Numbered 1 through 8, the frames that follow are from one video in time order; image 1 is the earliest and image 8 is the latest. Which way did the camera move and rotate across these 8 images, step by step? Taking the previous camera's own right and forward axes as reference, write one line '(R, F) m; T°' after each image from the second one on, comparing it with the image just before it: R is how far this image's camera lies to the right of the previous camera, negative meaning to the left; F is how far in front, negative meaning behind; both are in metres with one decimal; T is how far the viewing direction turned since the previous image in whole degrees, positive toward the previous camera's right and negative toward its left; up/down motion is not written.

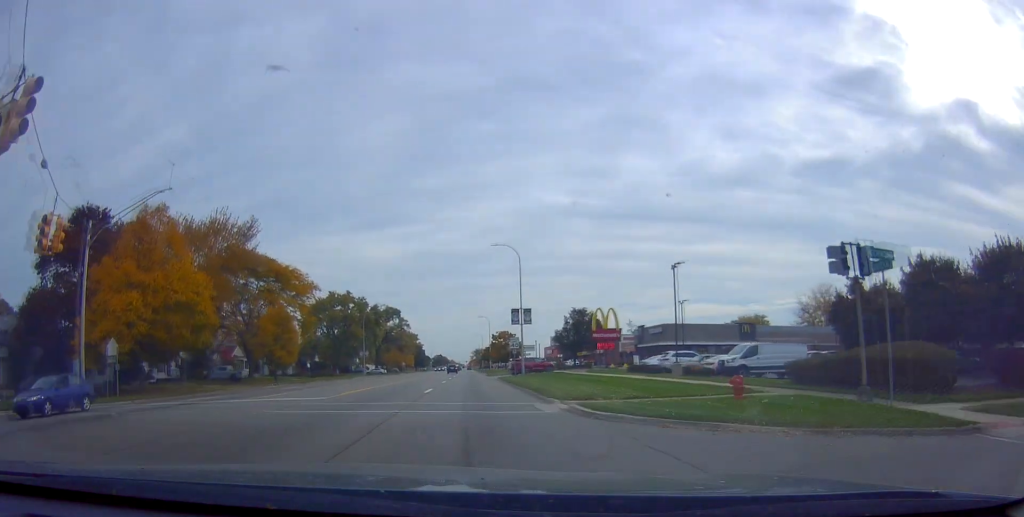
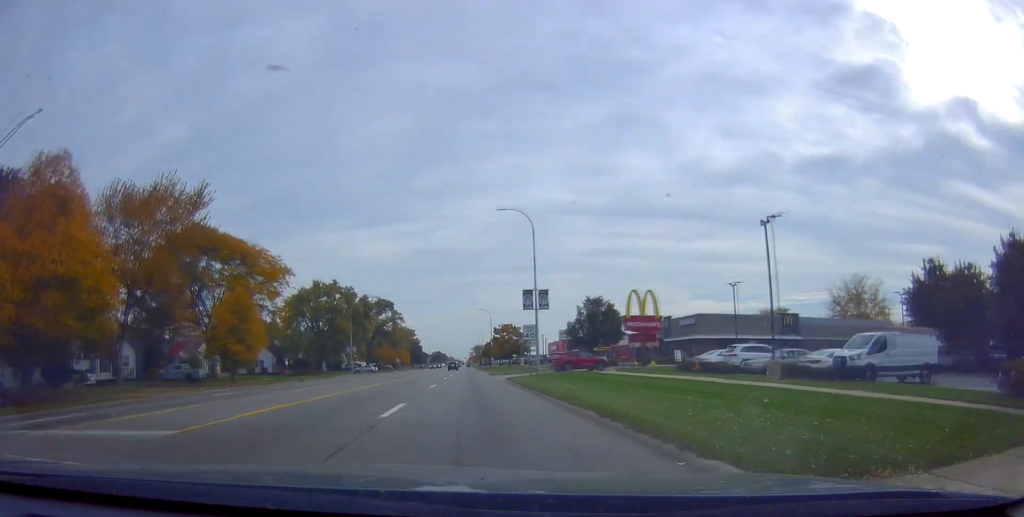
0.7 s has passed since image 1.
(+0.1, +12.1) m; +1°
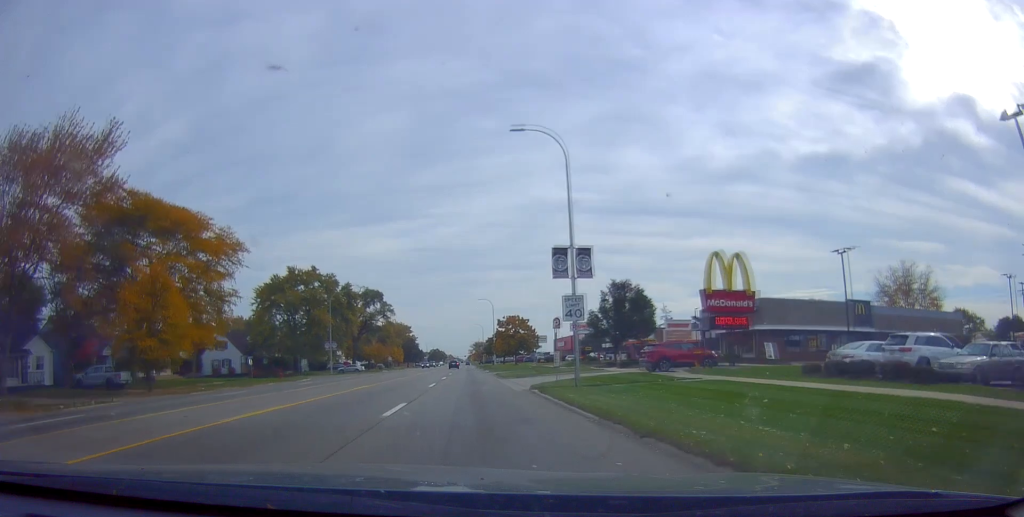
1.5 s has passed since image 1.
(+0.2, +15.1) m; 0°
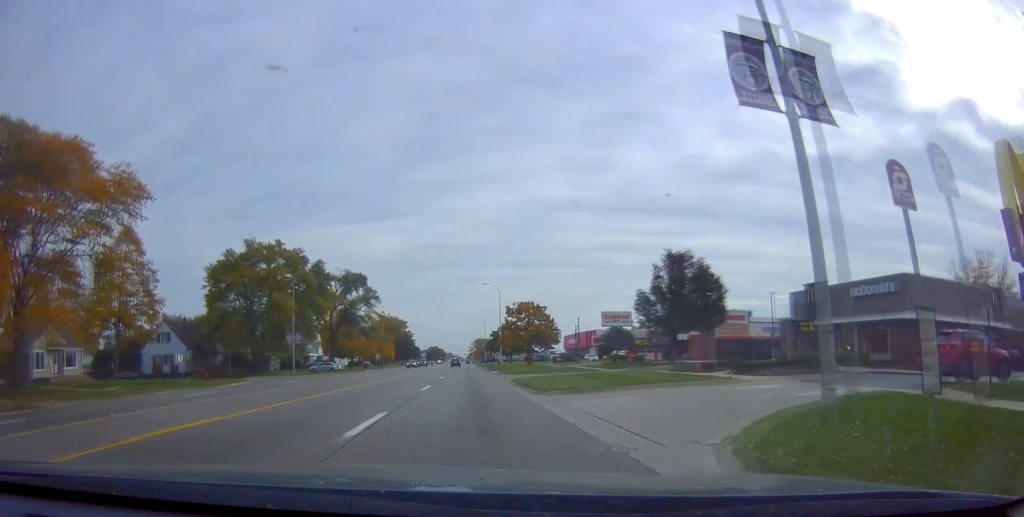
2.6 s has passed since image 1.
(-0.2, +19.4) m; -1°
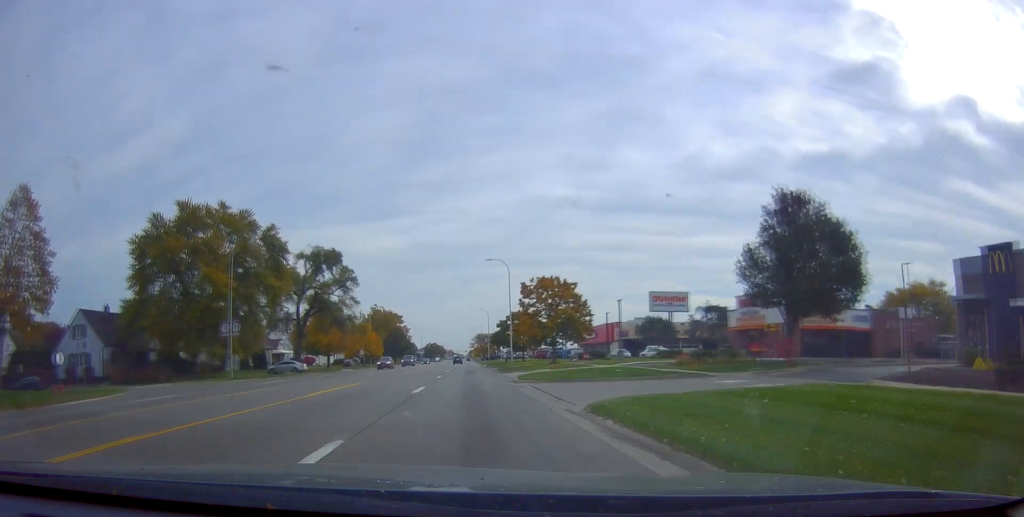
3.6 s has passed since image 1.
(-0.1, +19.3) m; +1°
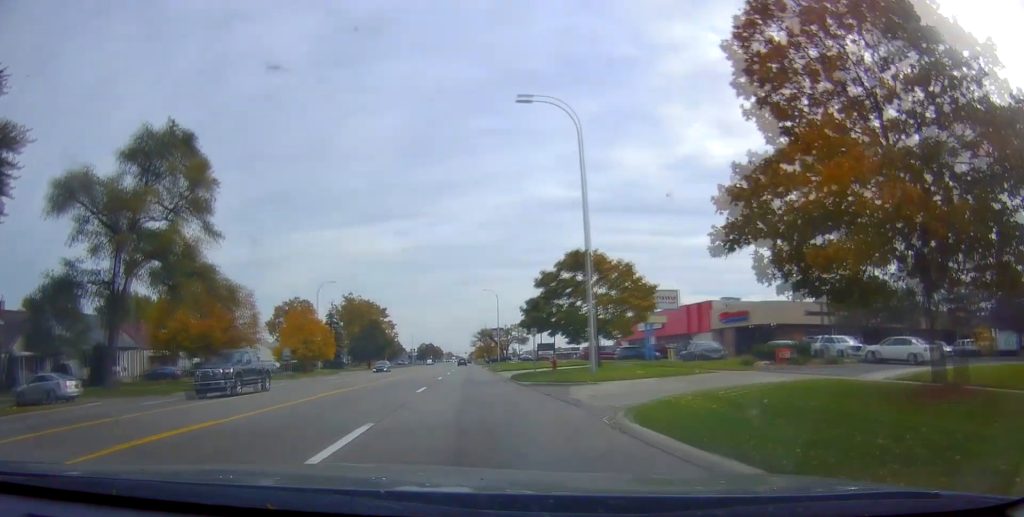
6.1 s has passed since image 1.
(+0.8, +44.1) m; -1°
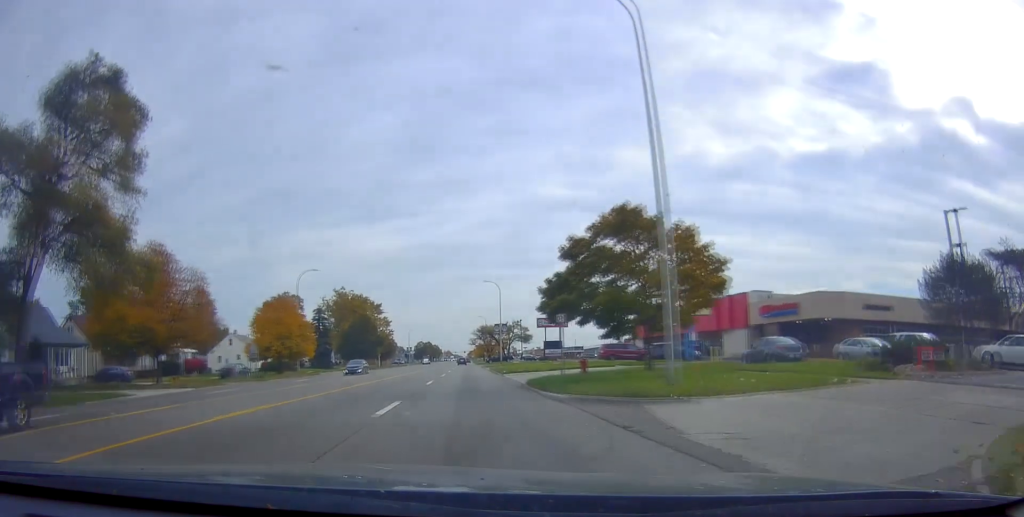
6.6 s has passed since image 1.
(-0.2, +9.4) m; 0°
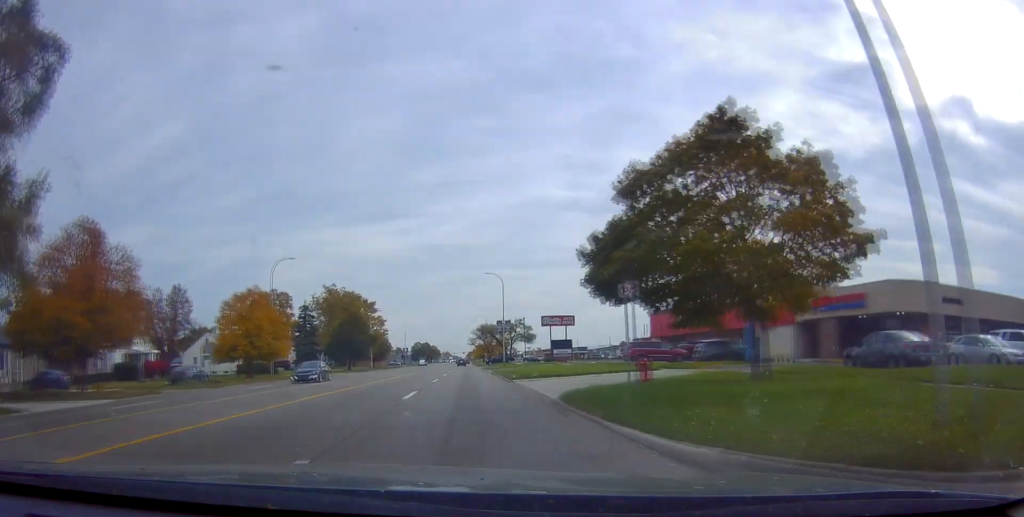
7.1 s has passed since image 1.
(-0.3, +9.4) m; 0°
